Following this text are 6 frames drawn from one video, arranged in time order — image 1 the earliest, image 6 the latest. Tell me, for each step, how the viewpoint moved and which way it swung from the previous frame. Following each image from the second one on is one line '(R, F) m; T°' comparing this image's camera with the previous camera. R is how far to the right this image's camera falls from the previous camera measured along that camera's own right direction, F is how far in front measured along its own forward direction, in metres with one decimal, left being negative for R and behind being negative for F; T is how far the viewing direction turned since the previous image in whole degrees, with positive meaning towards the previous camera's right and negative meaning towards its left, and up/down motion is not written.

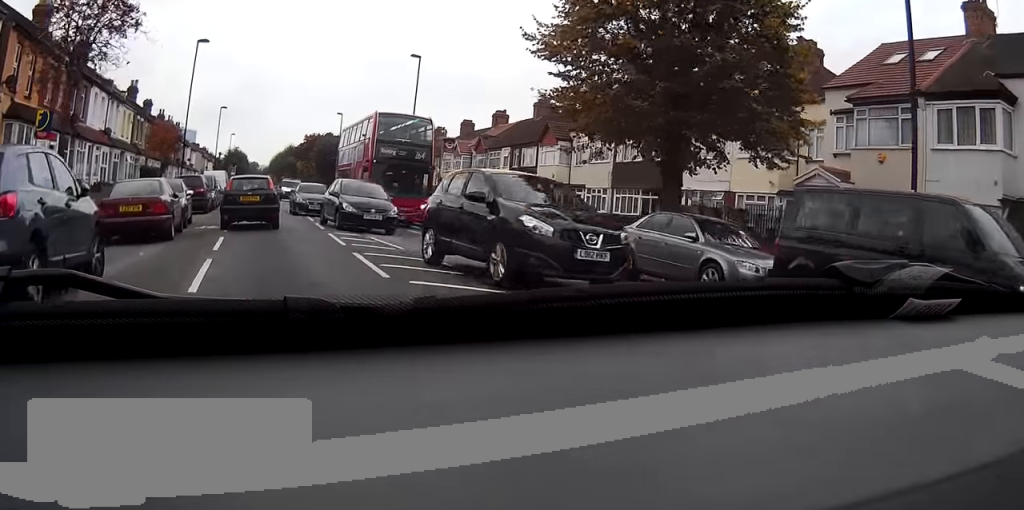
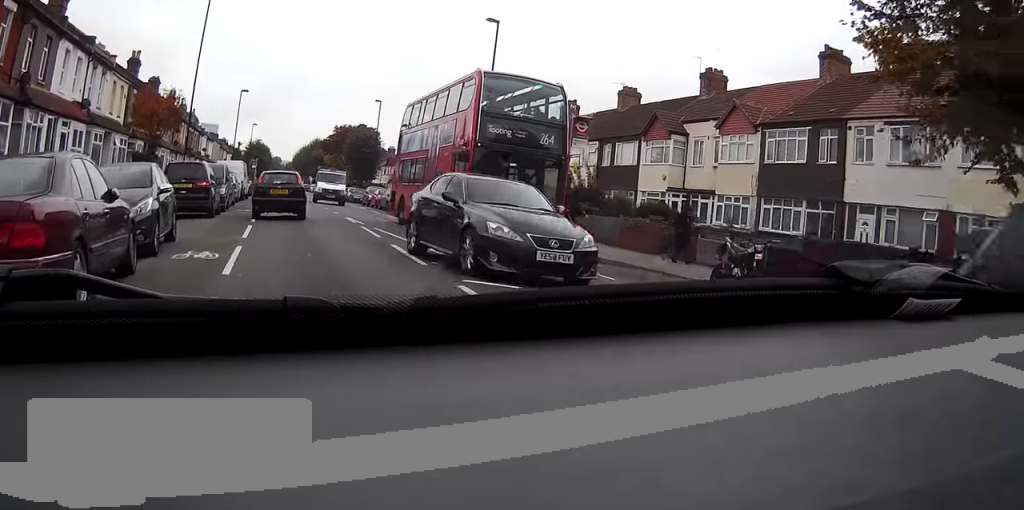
(-0.2, +10.9) m; -1°
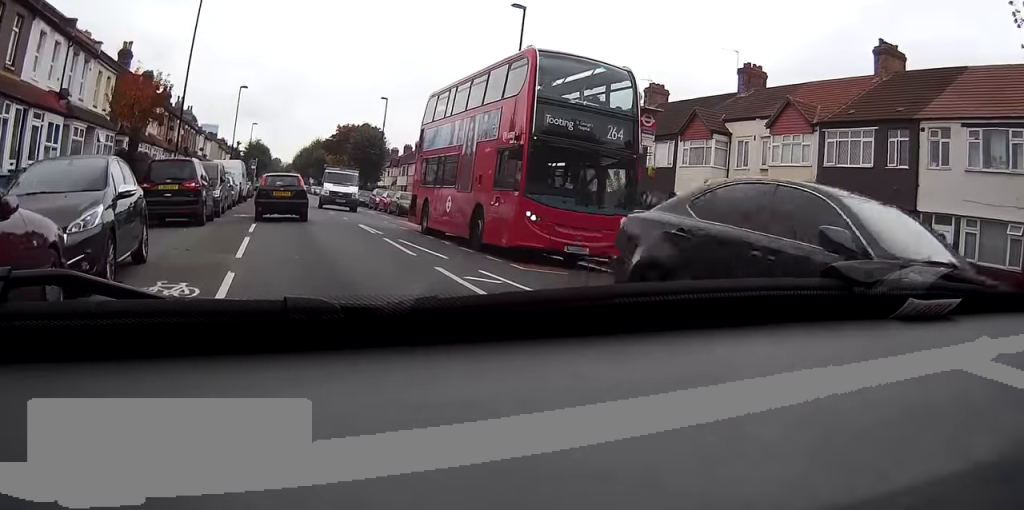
(0.0, +3.7) m; 0°
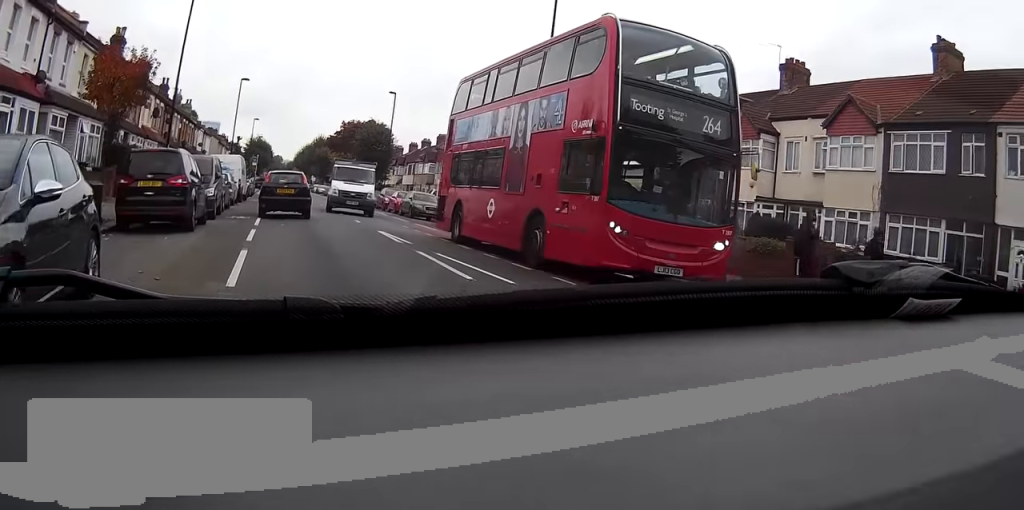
(0.0, +3.4) m; 0°
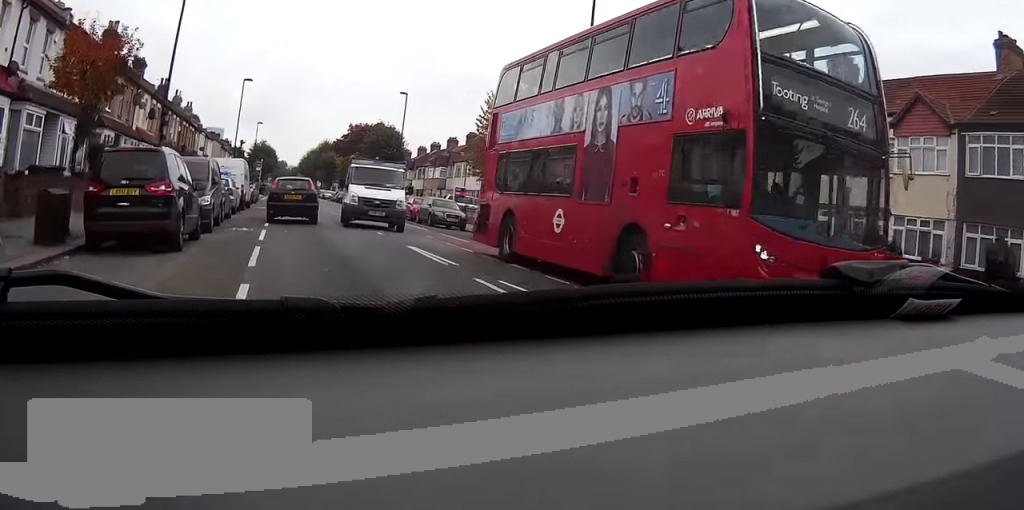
(0.0, +3.4) m; 0°
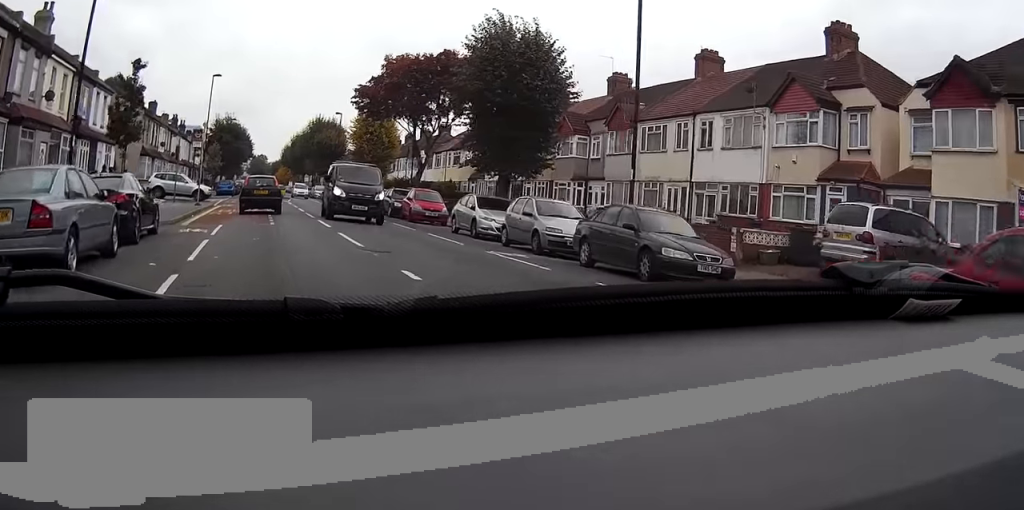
(+0.7, +45.9) m; +1°
